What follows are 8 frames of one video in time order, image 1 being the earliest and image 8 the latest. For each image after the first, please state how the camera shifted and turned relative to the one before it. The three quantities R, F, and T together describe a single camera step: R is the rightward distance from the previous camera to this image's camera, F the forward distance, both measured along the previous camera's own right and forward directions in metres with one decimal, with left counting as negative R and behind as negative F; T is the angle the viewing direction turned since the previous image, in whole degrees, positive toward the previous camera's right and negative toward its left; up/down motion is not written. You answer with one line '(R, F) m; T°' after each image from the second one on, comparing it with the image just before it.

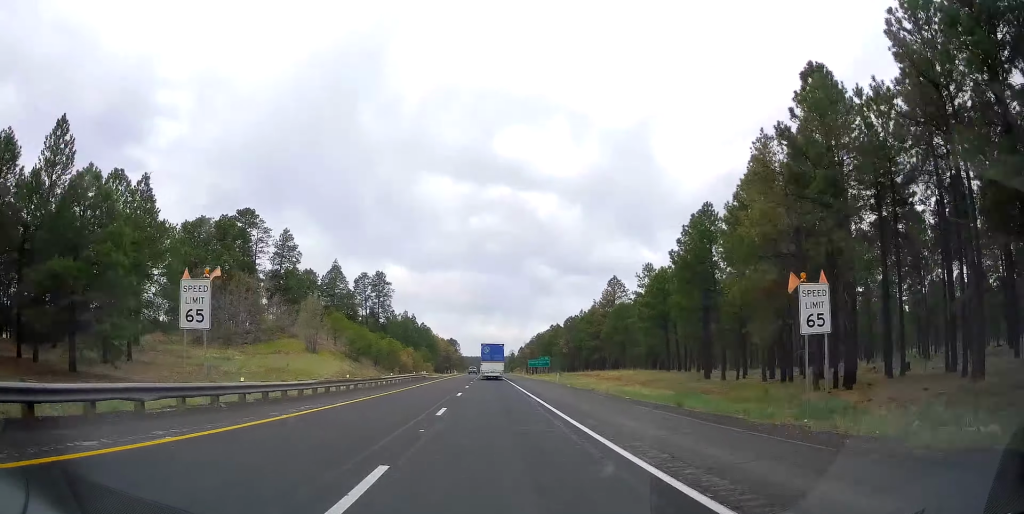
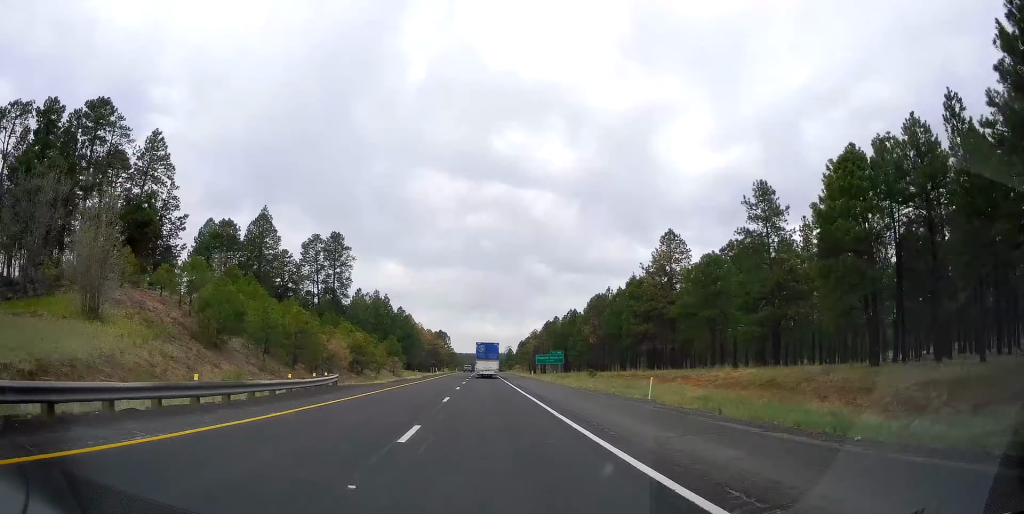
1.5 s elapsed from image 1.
(+0.5, +43.1) m; +1°
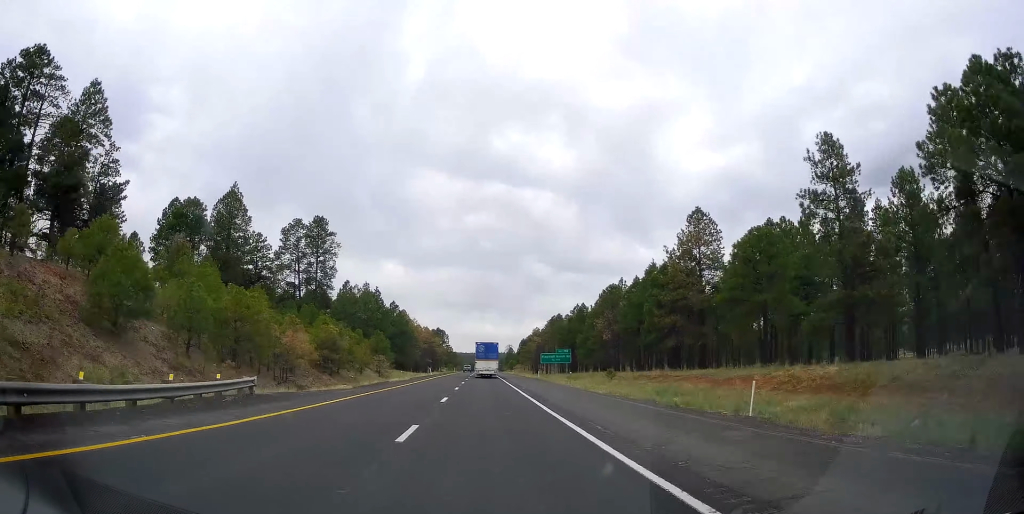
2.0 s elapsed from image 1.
(+0.3, +12.2) m; 0°
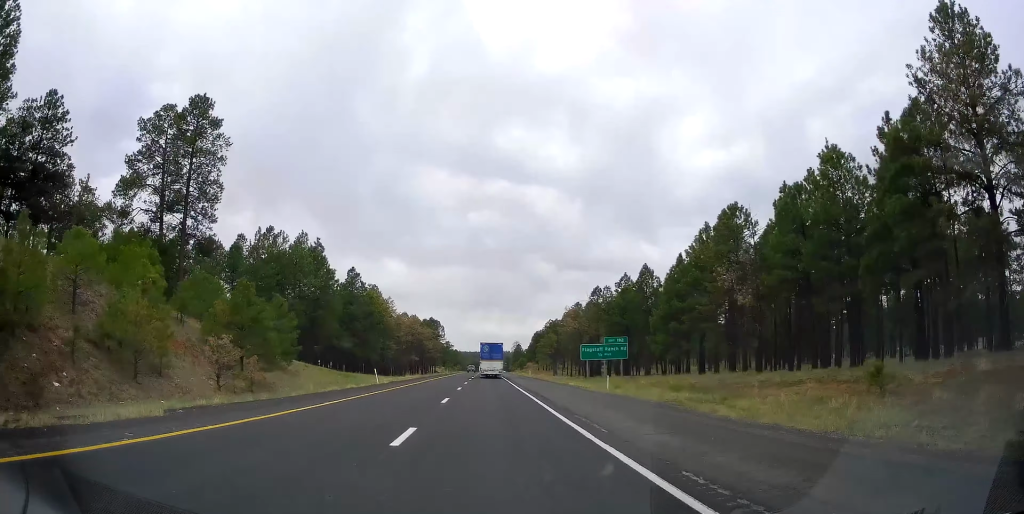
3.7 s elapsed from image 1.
(-0.5, +49.7) m; 0°
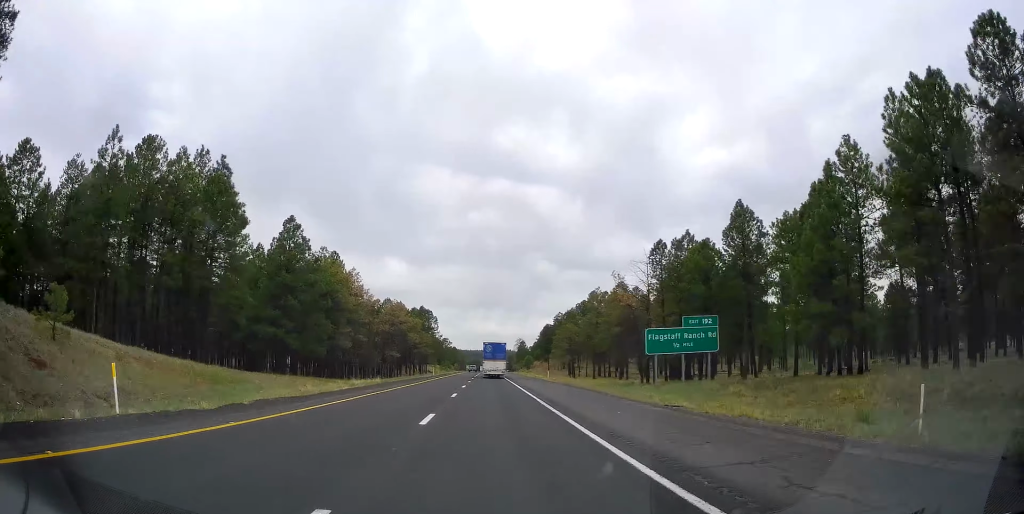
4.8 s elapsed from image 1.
(-0.3, +32.6) m; 0°
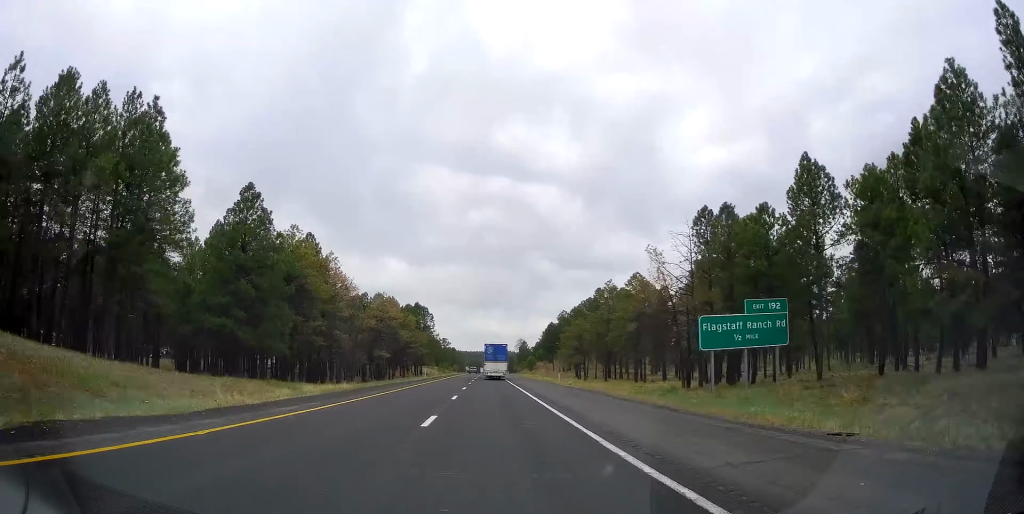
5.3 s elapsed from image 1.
(+0.1, +12.5) m; 0°
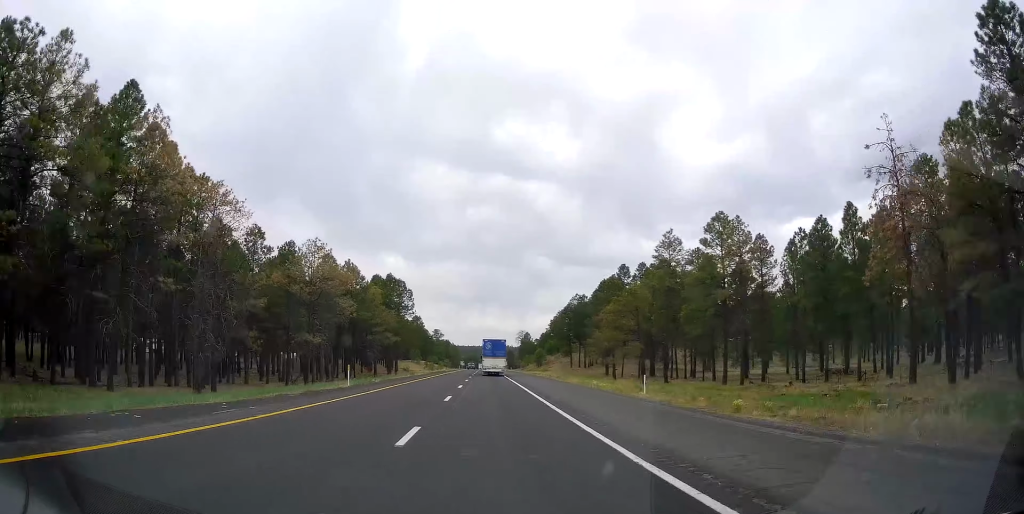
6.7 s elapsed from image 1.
(0.0, +40.9) m; 0°
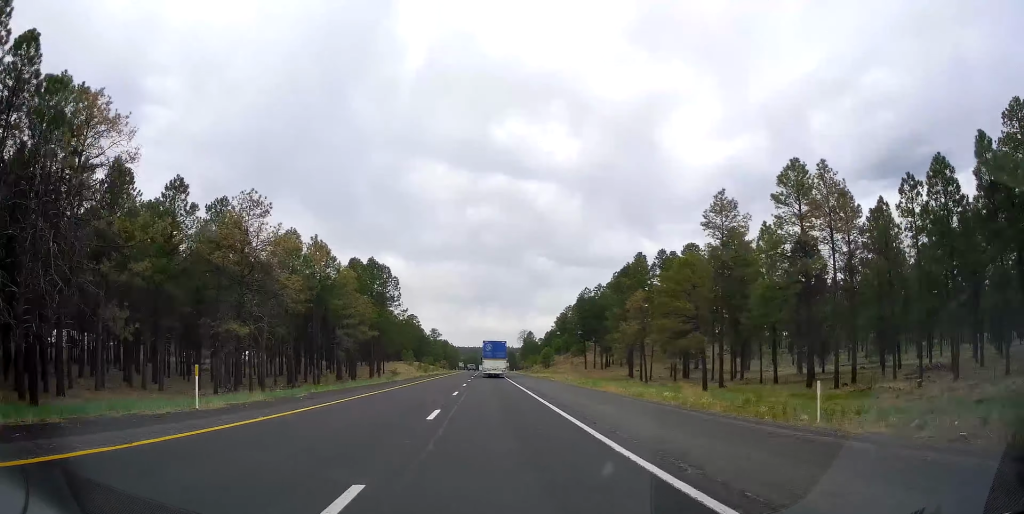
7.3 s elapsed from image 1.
(0.0, +18.5) m; 0°
